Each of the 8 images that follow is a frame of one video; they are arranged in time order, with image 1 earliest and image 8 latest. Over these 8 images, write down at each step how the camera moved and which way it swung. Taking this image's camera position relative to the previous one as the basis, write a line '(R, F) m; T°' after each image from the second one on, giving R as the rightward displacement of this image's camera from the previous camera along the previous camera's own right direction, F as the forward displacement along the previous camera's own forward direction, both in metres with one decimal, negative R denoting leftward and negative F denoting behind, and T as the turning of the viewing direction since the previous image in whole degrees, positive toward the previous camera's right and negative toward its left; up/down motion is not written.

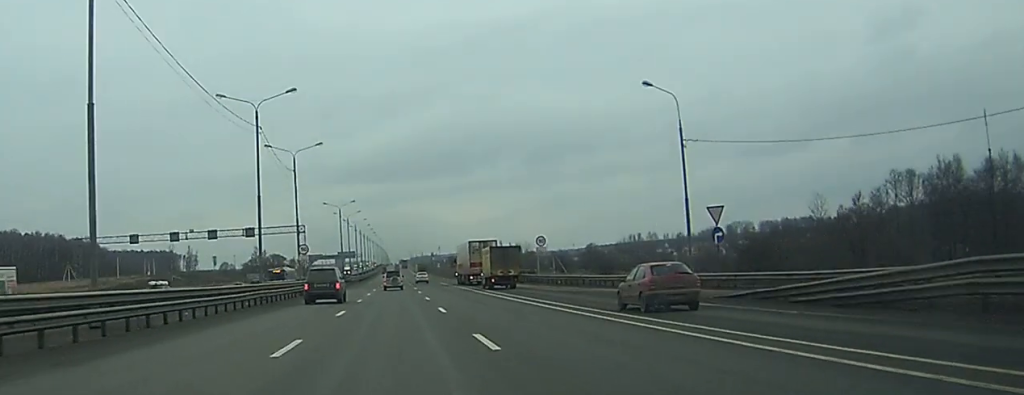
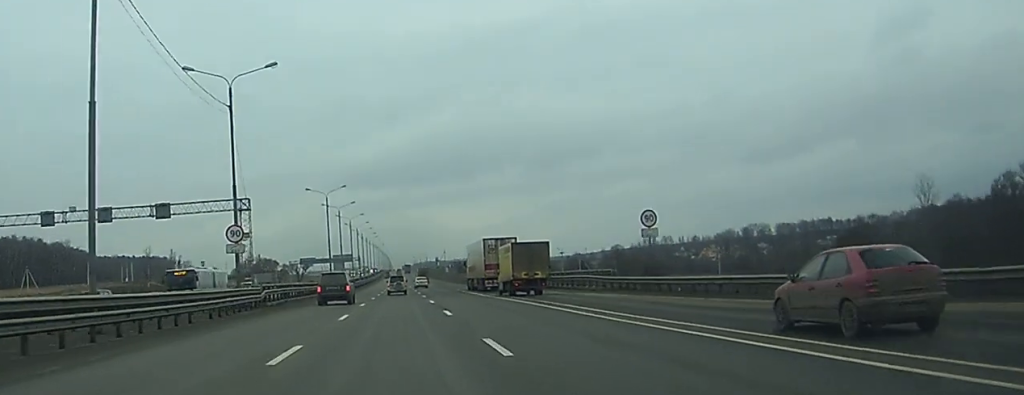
(0.0, +32.7) m; 0°
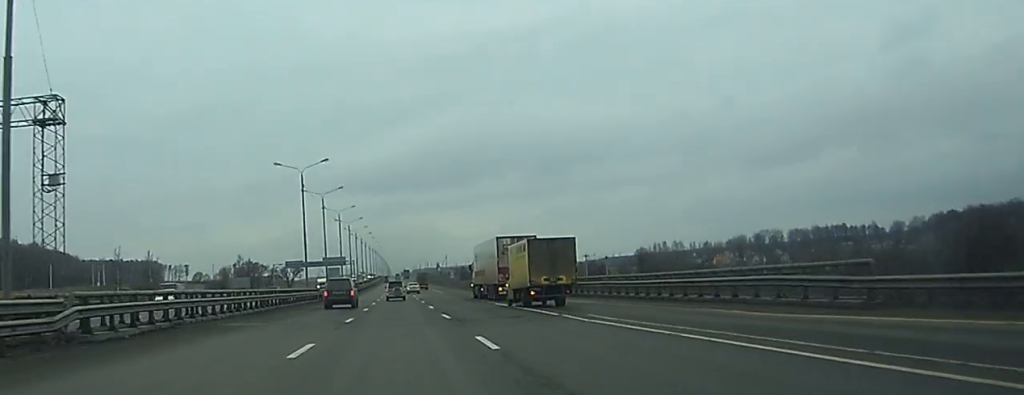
(0.0, +29.3) m; 0°
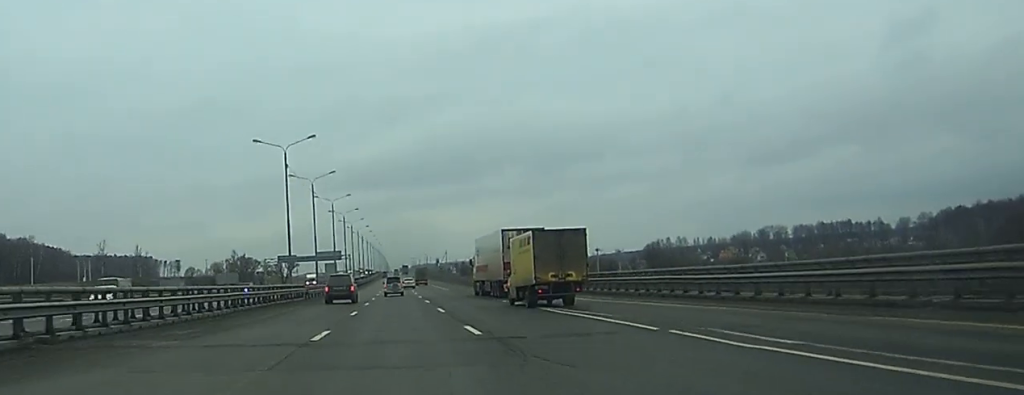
(0.0, +12.0) m; 0°
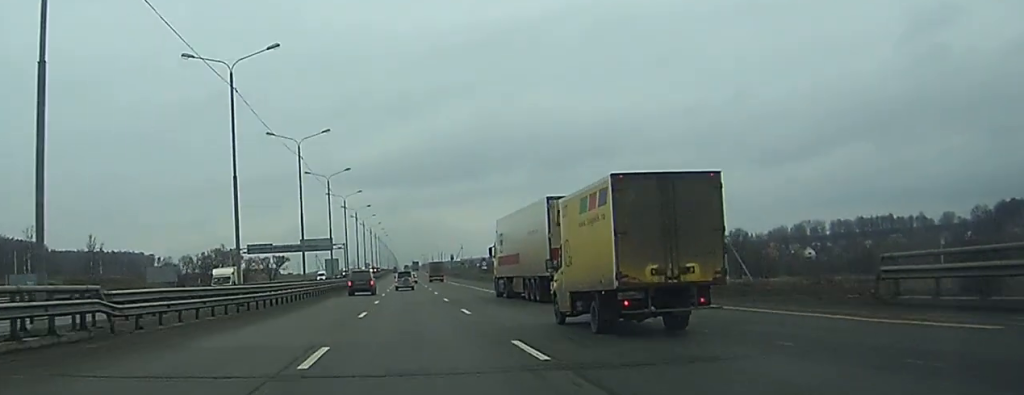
(-0.1, +54.0) m; 0°
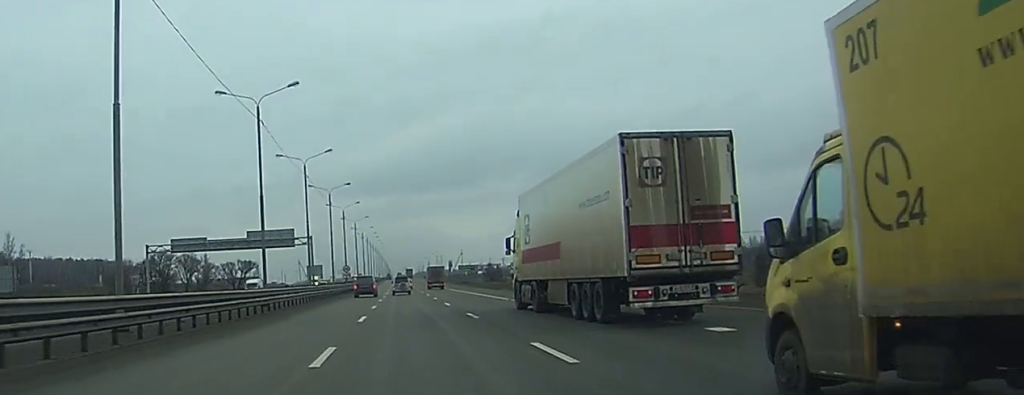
(-0.2, +48.9) m; 0°
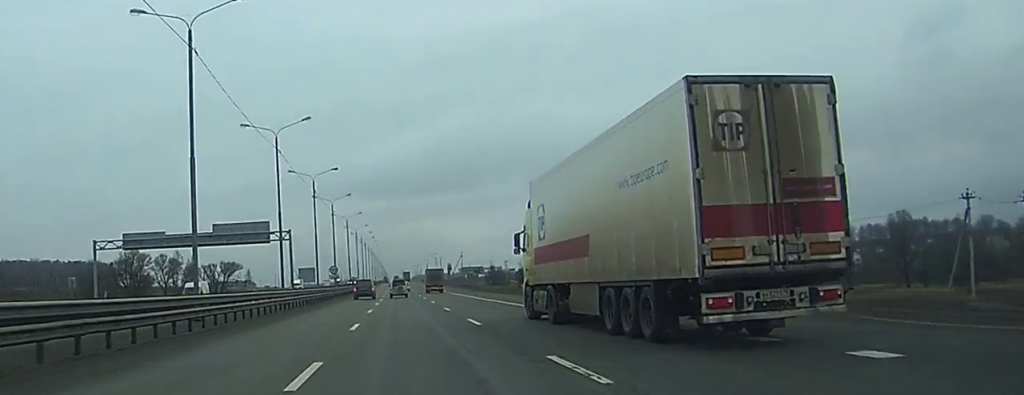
(0.0, +18.1) m; 0°
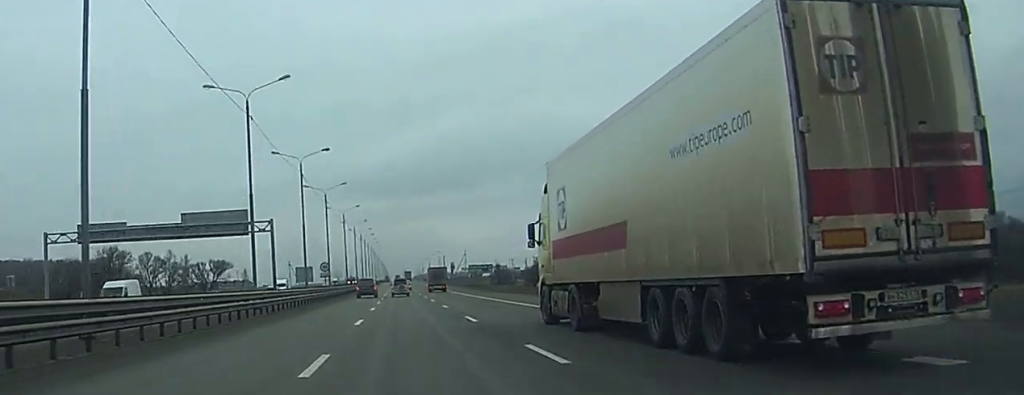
(0.0, +13.3) m; 0°
